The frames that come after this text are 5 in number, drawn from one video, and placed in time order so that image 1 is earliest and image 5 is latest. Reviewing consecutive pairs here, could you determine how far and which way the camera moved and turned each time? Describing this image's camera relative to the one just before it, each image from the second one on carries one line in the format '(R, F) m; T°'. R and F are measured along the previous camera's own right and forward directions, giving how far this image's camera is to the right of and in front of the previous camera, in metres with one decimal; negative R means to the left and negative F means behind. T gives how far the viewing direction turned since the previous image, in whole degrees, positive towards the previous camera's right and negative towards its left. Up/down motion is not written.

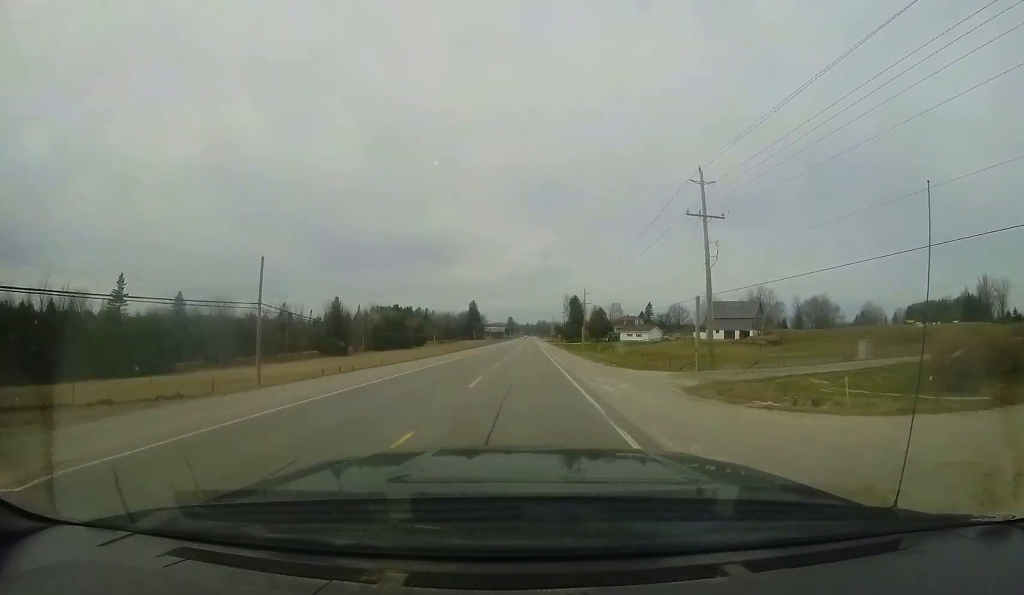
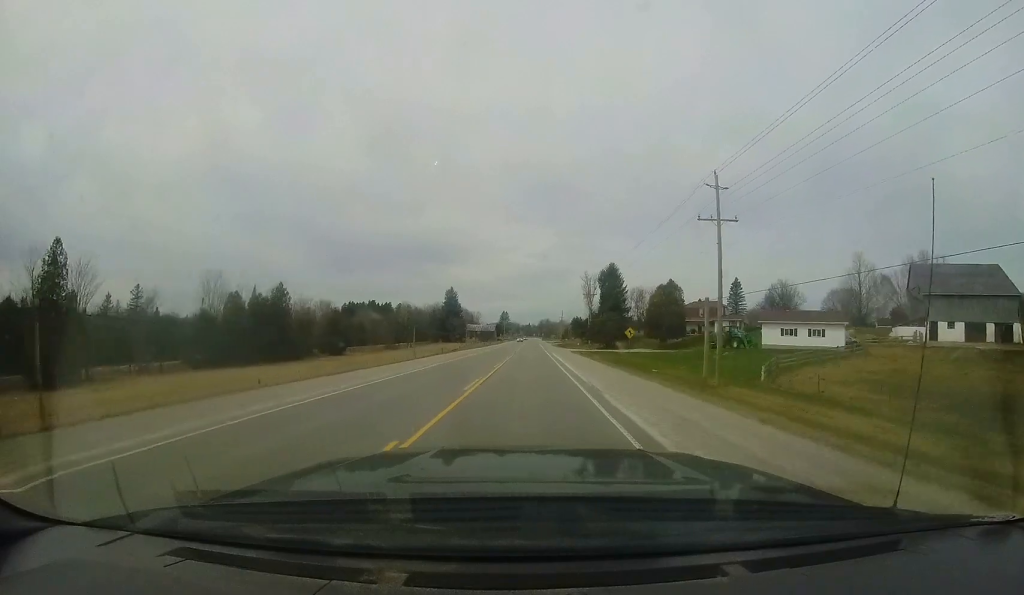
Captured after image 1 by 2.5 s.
(-0.3, +65.8) m; 0°
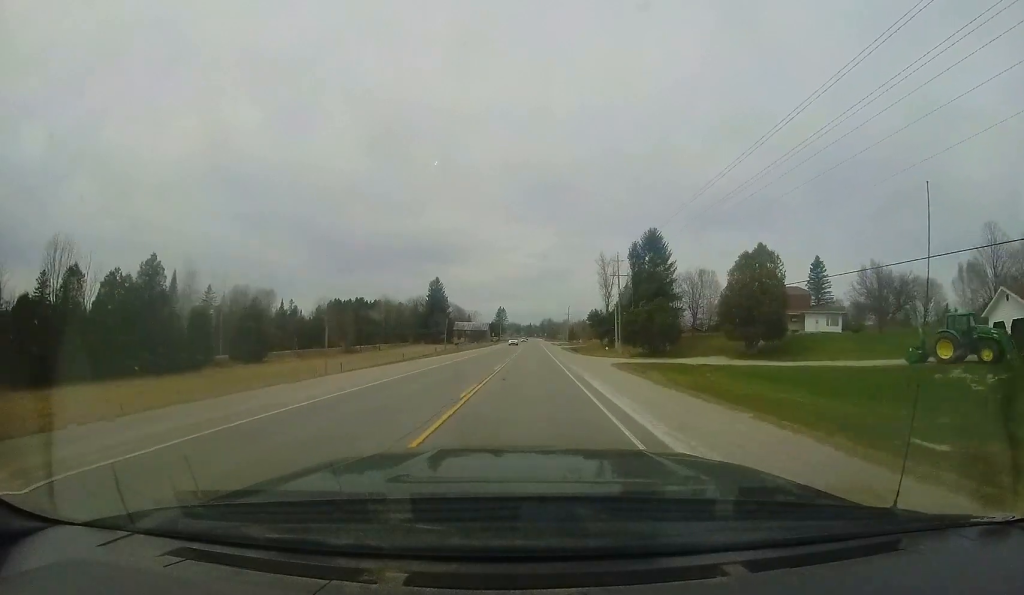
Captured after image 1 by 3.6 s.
(+0.2, +27.2) m; +1°
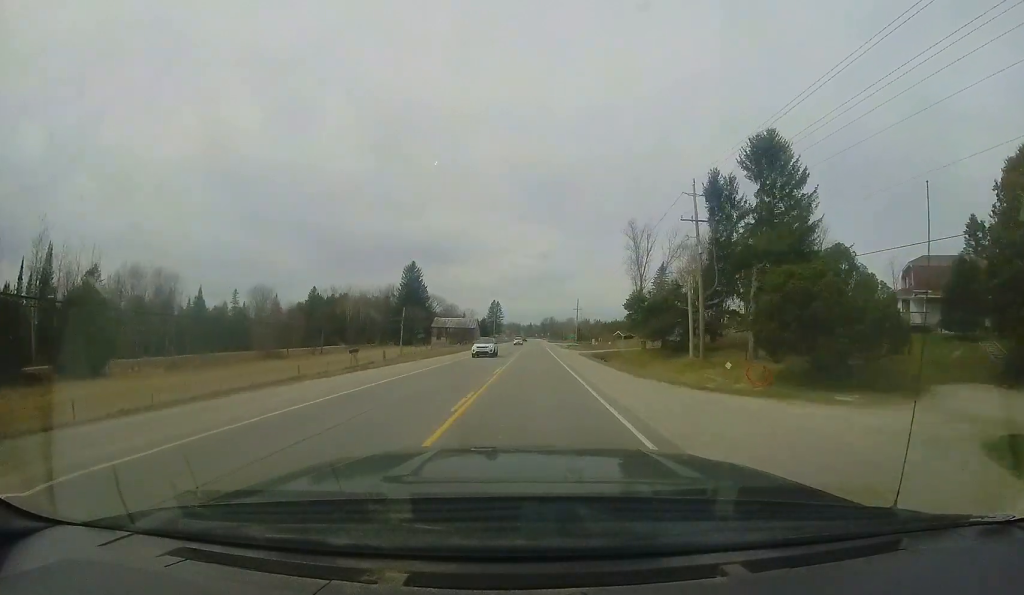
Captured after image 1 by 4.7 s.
(+0.2, +28.1) m; 0°
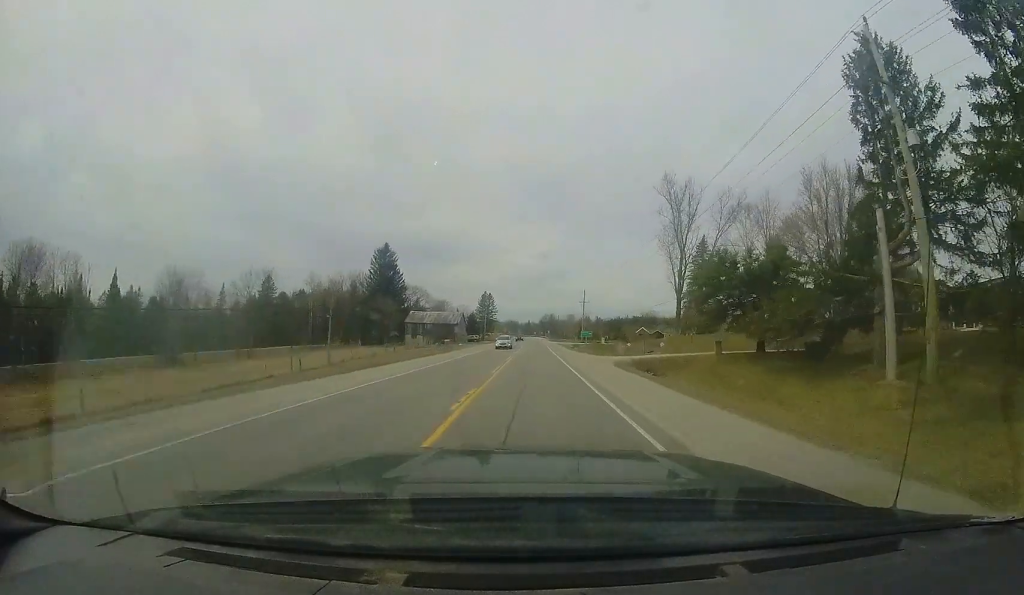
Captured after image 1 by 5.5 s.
(-0.1, +19.4) m; -1°
